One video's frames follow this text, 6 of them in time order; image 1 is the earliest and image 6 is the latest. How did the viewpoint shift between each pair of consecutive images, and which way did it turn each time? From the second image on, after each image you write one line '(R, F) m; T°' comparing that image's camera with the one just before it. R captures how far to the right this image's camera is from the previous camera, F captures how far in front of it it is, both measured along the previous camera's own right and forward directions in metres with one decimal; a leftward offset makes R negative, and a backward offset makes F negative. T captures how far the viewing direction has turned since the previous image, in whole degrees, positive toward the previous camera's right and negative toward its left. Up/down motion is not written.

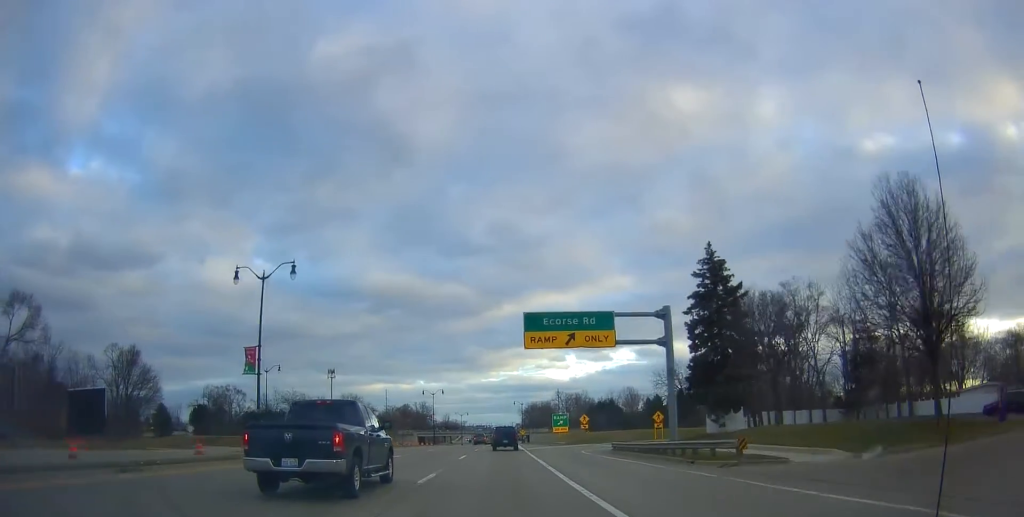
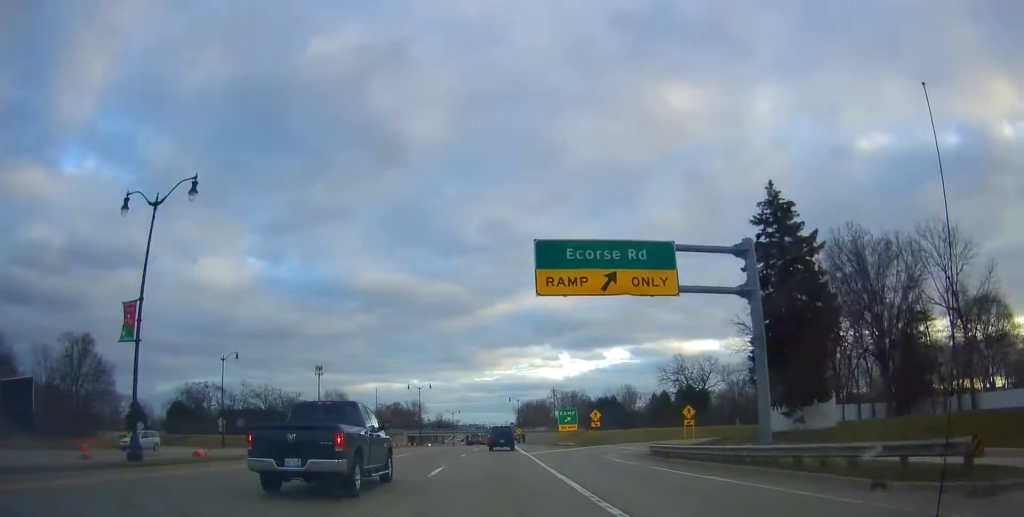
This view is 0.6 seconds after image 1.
(+0.1, +12.1) m; 0°
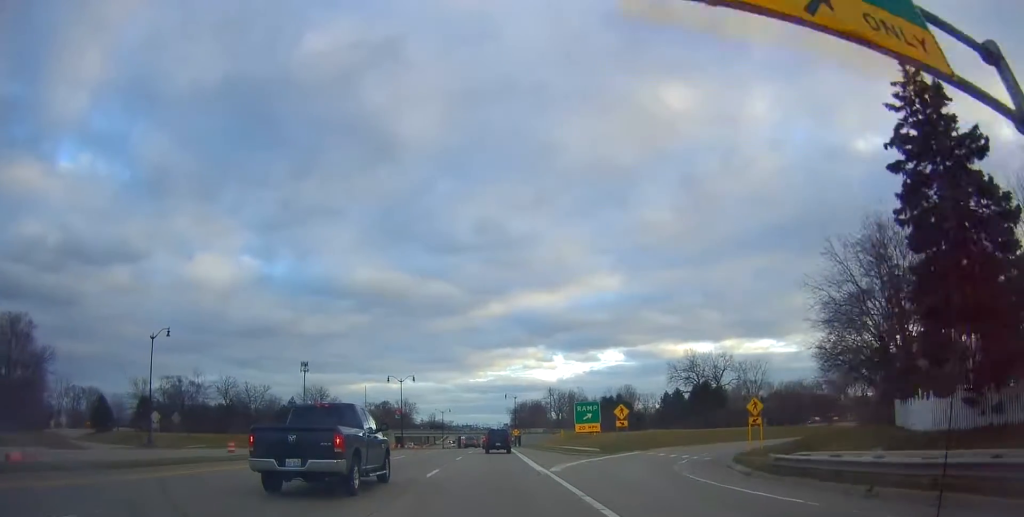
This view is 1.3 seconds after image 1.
(+0.6, +15.1) m; 0°
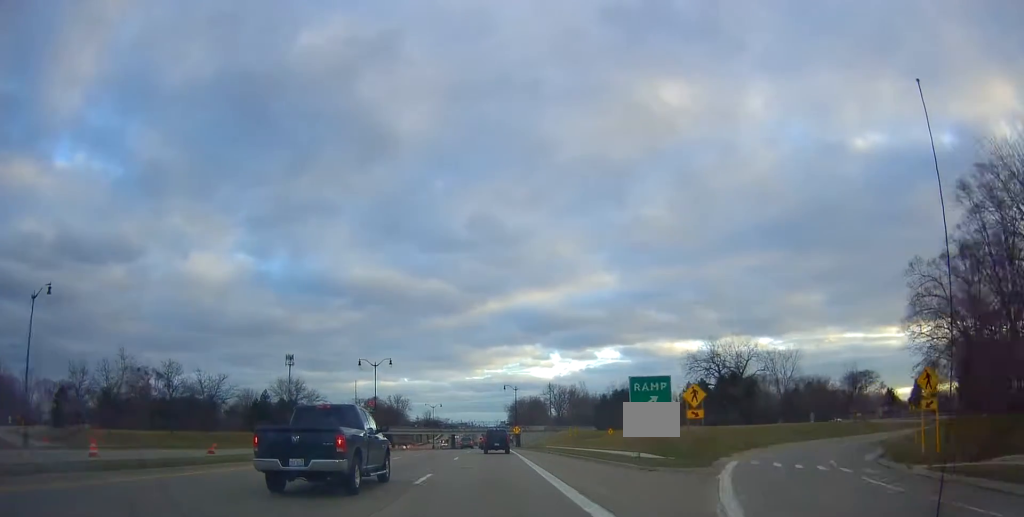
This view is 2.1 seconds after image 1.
(-0.7, +17.9) m; 0°
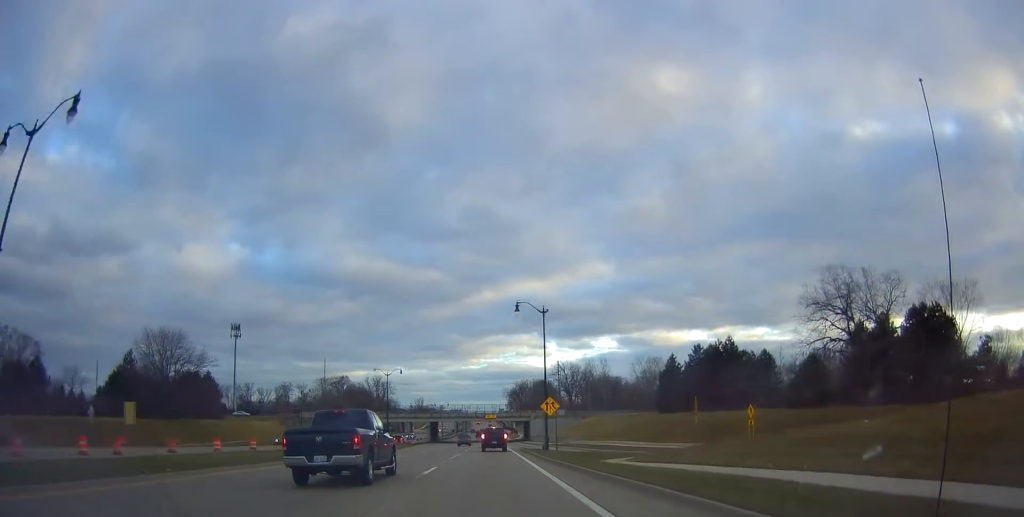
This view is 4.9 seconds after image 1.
(+1.2, +59.4) m; 0°
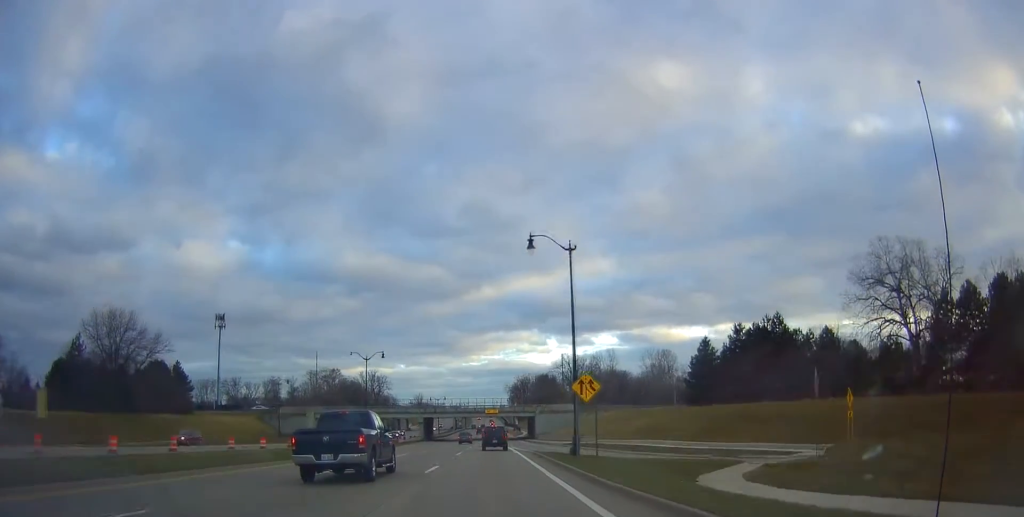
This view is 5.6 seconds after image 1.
(-0.1, +14.5) m; 0°
